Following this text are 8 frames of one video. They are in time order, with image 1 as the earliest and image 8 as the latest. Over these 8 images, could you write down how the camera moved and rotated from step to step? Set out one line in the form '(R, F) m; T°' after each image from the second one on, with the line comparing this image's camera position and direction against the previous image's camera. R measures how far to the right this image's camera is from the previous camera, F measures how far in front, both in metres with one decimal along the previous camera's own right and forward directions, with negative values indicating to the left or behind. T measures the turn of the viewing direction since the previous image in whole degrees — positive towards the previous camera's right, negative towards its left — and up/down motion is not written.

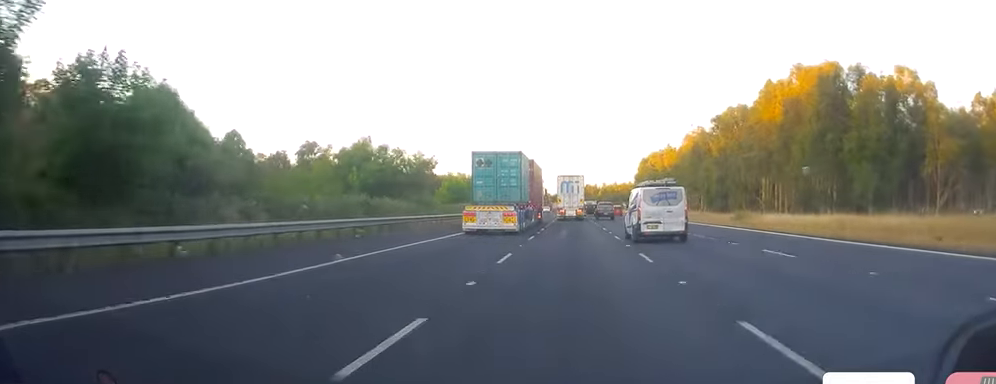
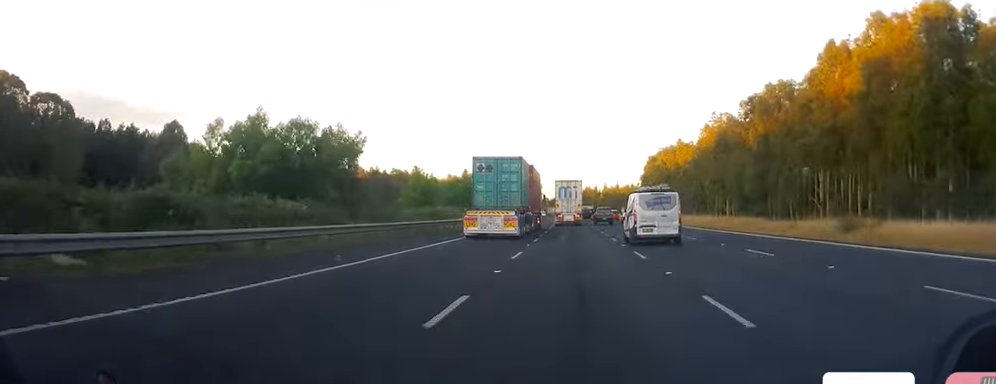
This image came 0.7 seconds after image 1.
(+0.3, +20.1) m; 0°
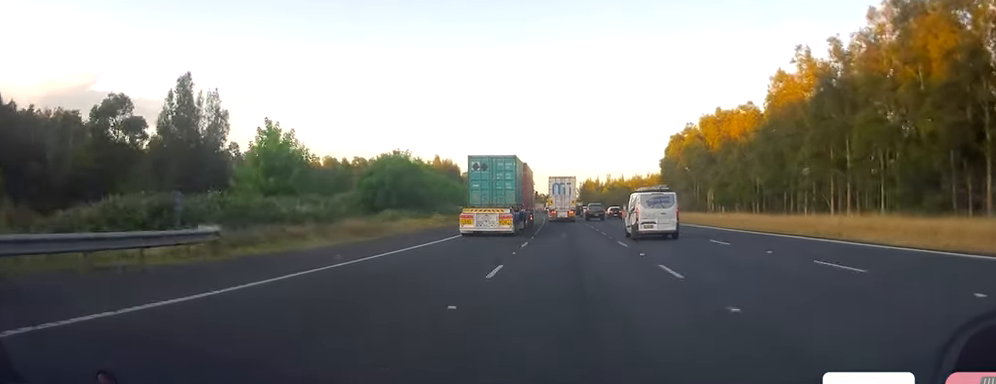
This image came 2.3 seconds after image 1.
(-0.5, +42.4) m; 0°
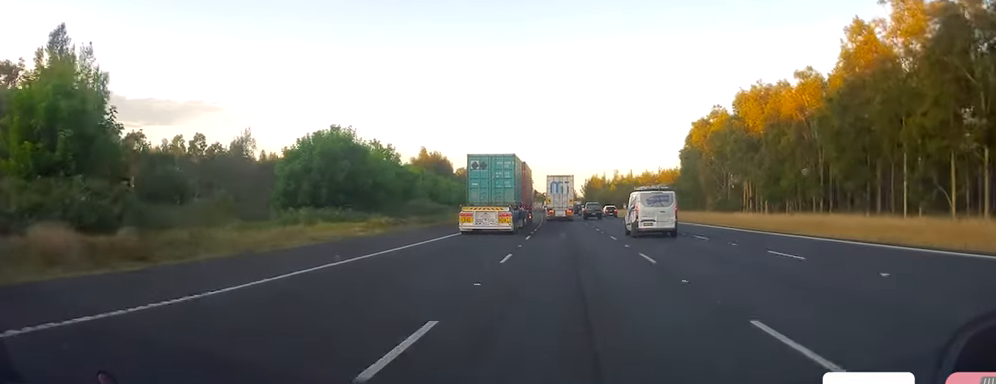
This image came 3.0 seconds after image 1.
(+0.1, +20.4) m; 0°
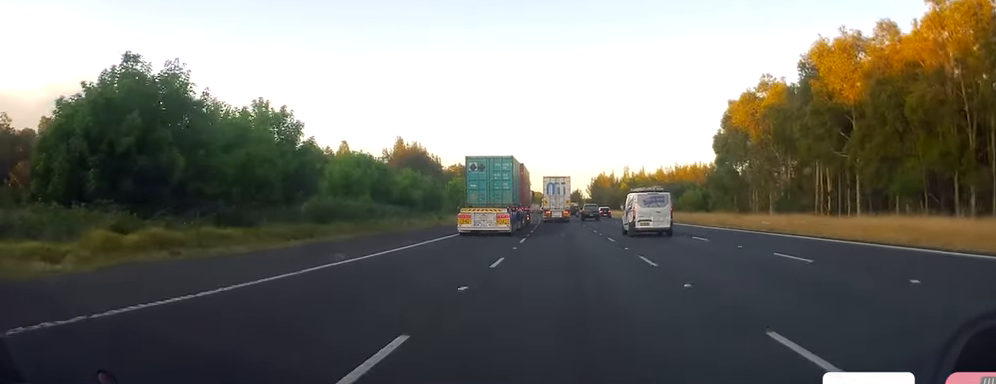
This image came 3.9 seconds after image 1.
(-0.2, +25.0) m; 0°
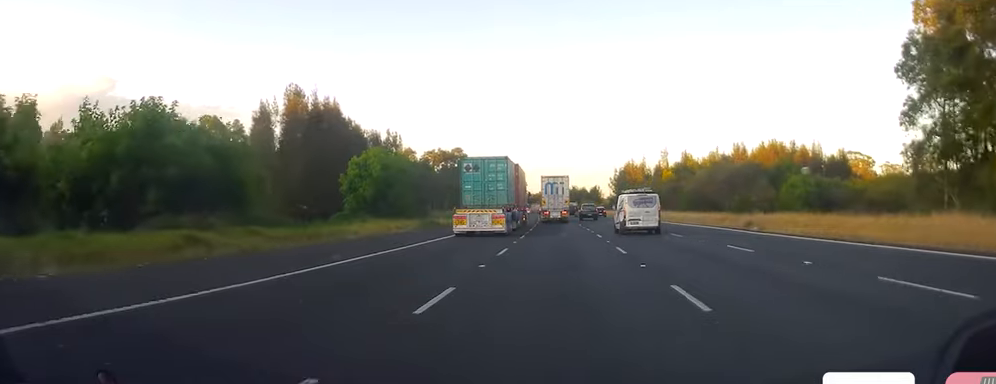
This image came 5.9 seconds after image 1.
(+0.4, +55.1) m; 0°
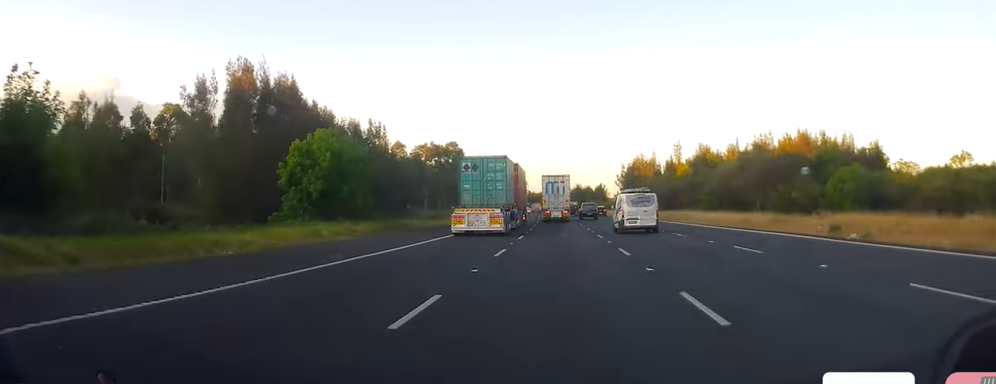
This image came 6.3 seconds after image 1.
(0.0, +13.1) m; -1°
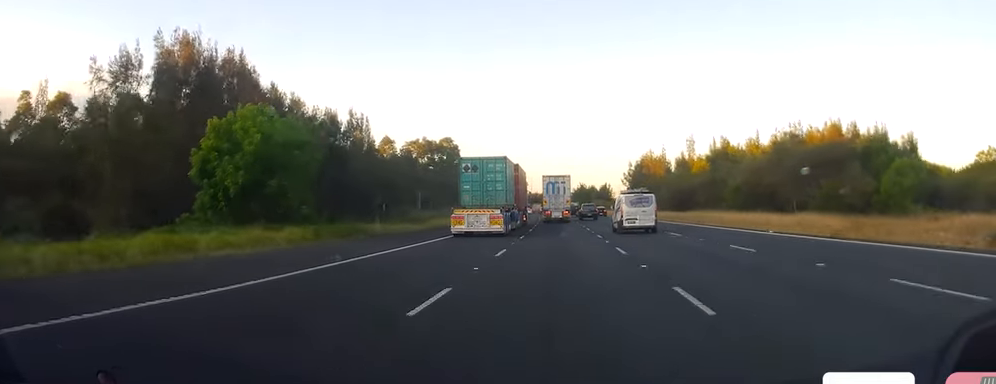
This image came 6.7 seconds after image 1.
(+0.2, +11.3) m; -1°
